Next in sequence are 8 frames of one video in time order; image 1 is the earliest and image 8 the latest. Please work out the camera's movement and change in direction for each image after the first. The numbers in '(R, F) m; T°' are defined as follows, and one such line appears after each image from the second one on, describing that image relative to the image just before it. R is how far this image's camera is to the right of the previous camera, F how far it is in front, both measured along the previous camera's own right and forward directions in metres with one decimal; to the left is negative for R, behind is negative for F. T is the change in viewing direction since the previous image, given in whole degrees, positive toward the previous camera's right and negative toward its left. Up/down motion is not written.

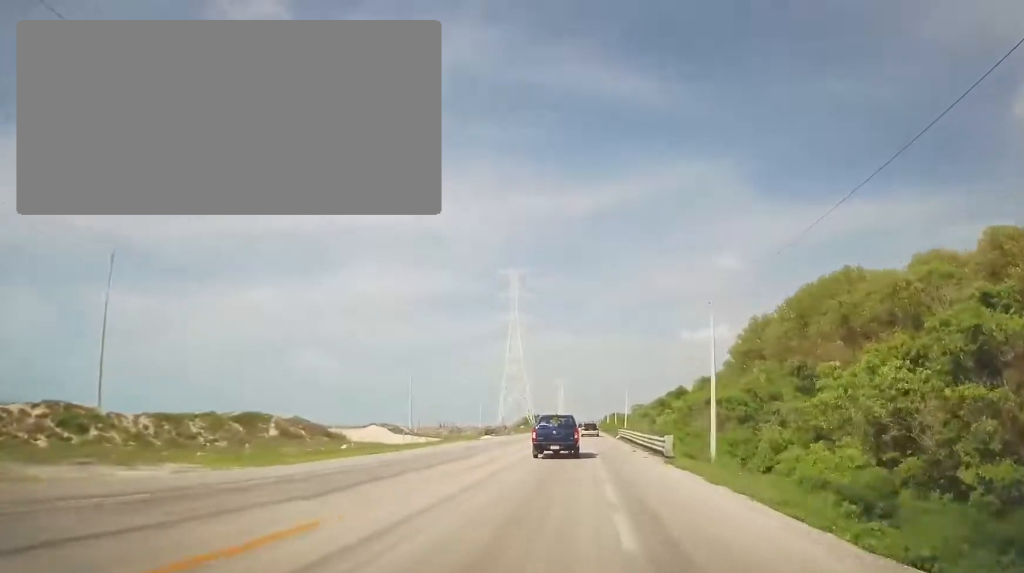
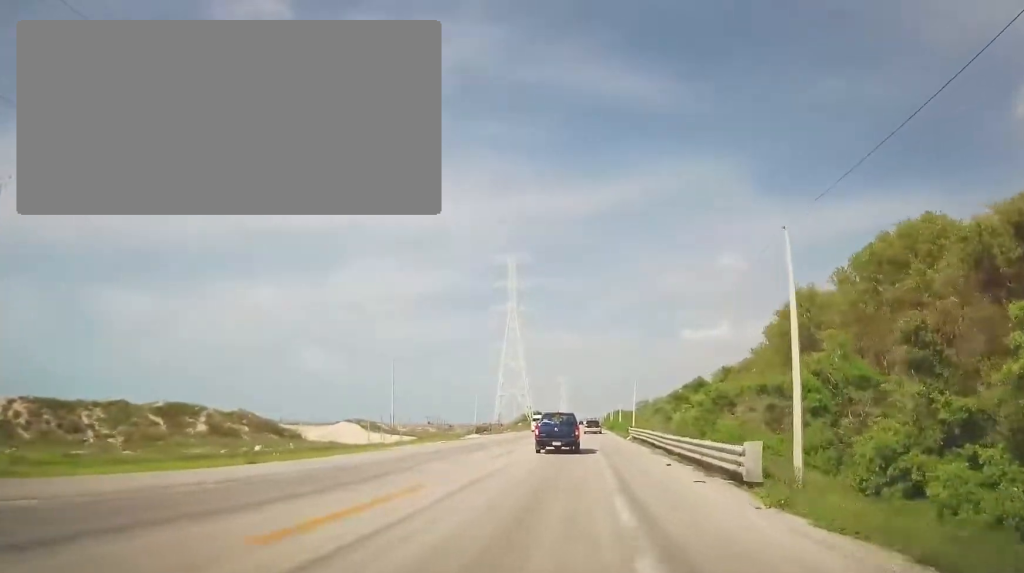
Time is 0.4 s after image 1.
(0.0, +10.8) m; 0°
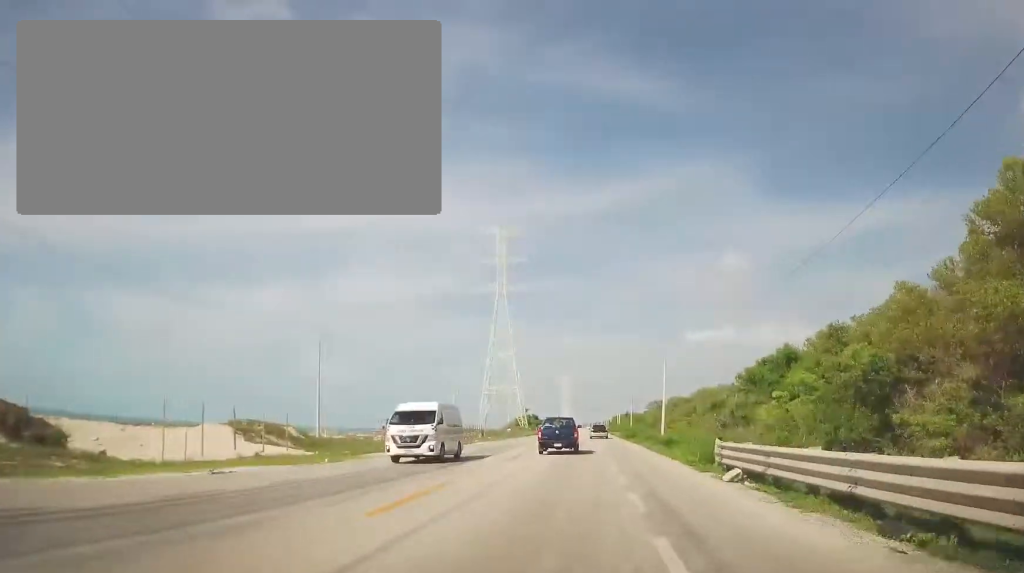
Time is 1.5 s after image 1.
(-0.1, +27.4) m; -1°
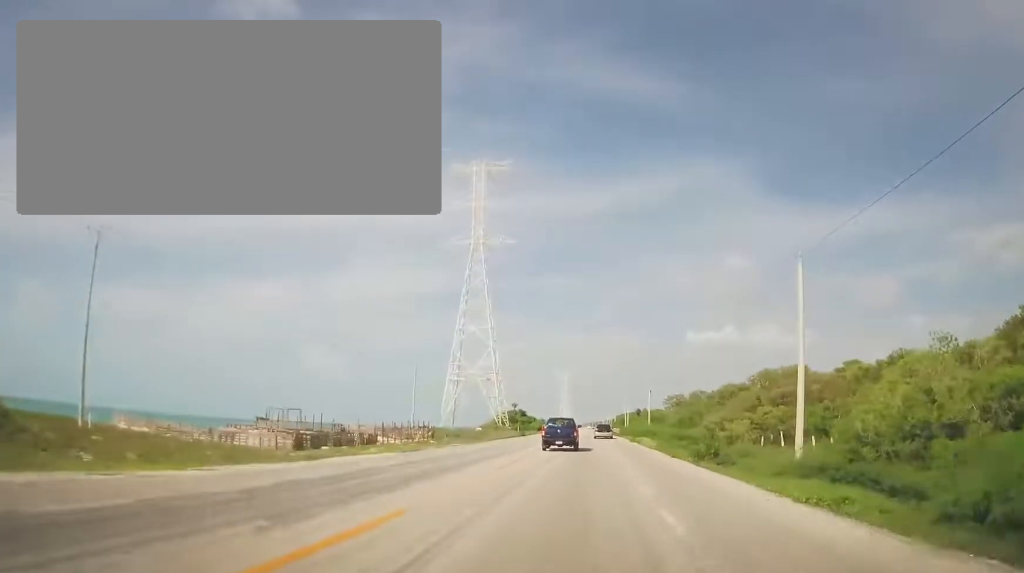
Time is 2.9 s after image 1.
(-0.3, +34.5) m; 0°
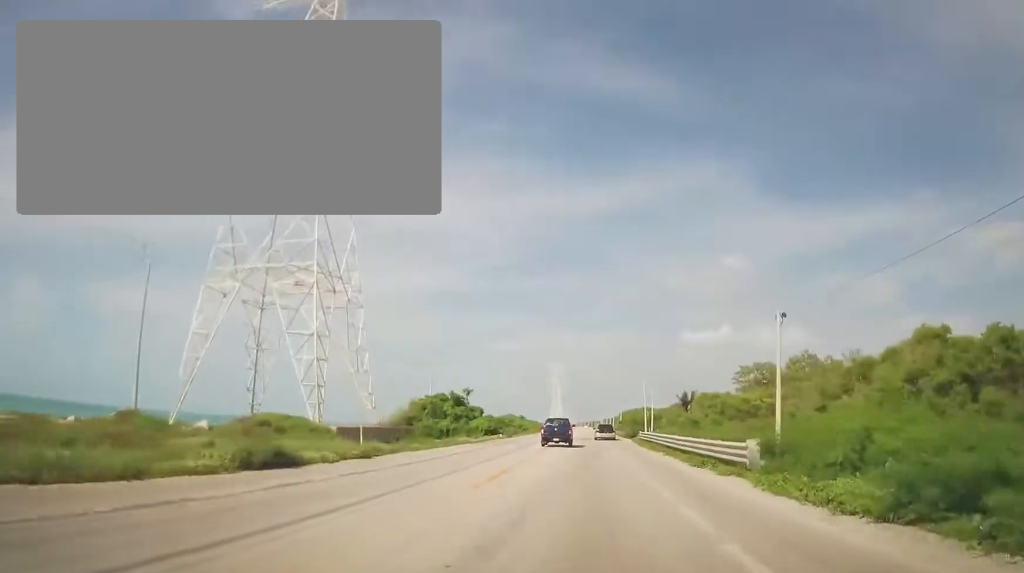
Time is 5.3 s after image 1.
(+0.7, +64.0) m; 0°
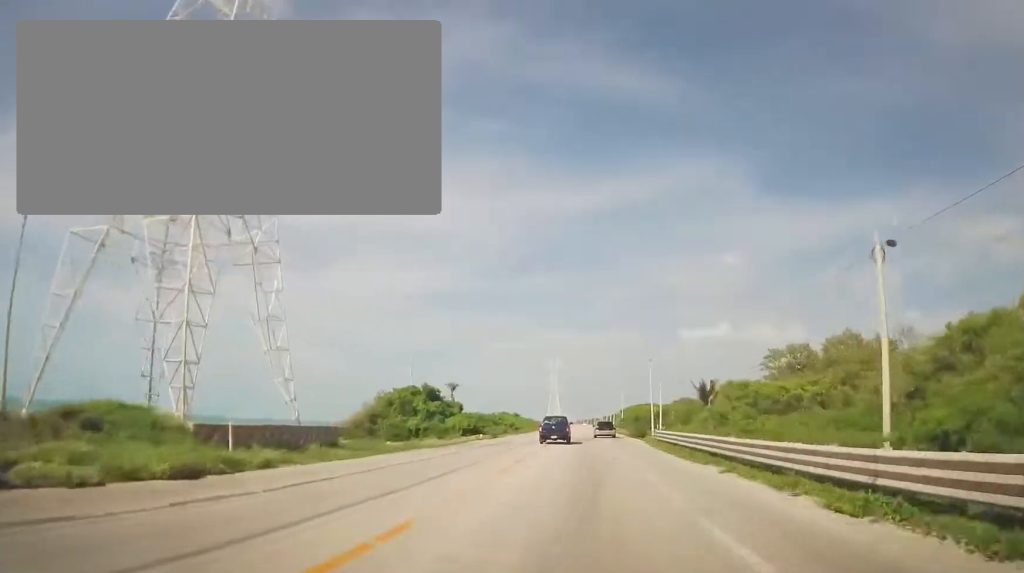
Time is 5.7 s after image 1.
(-0.2, +11.4) m; 0°
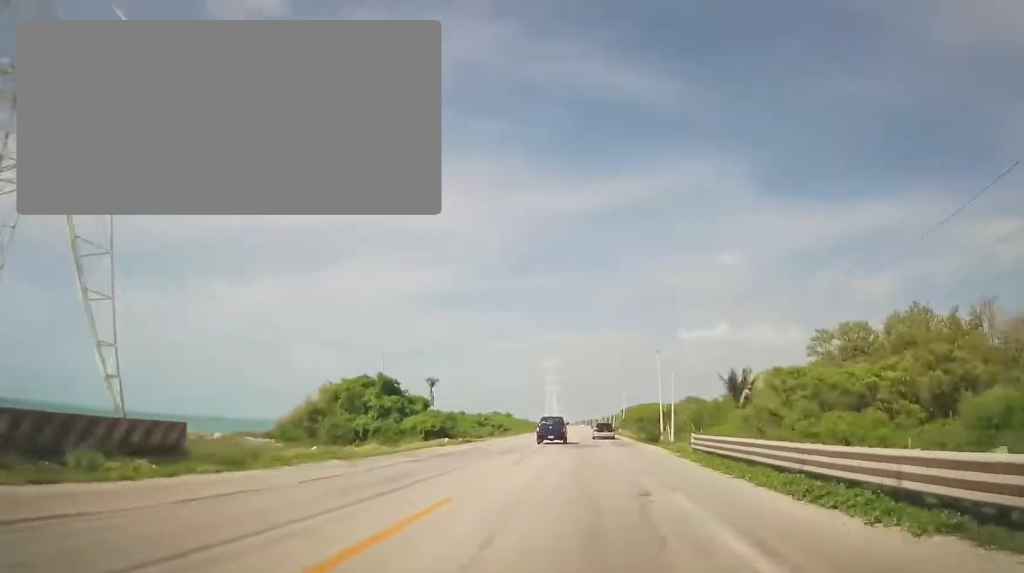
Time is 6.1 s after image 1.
(-0.2, +12.3) m; 0°
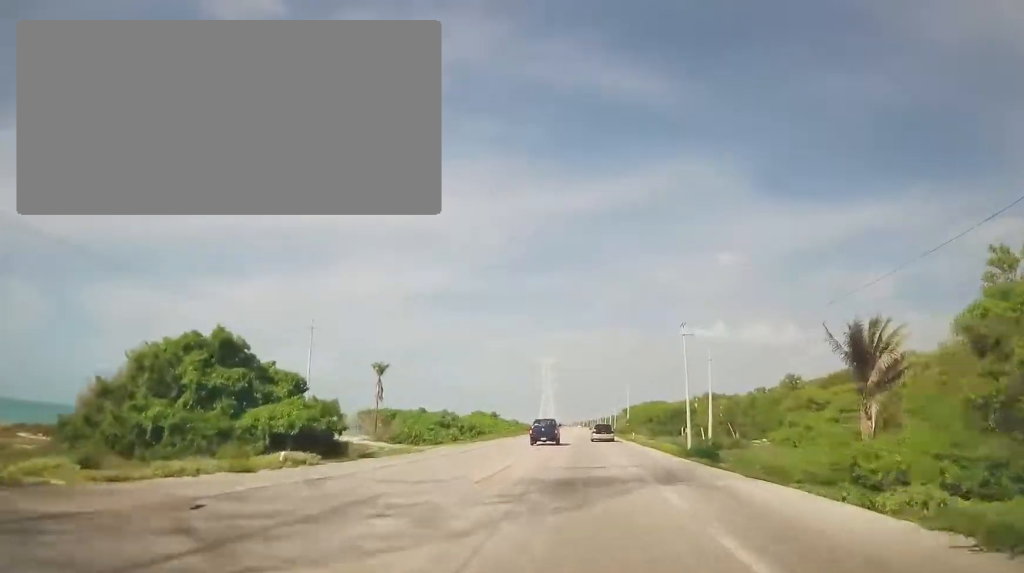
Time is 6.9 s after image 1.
(+0.3, +21.2) m; +1°
